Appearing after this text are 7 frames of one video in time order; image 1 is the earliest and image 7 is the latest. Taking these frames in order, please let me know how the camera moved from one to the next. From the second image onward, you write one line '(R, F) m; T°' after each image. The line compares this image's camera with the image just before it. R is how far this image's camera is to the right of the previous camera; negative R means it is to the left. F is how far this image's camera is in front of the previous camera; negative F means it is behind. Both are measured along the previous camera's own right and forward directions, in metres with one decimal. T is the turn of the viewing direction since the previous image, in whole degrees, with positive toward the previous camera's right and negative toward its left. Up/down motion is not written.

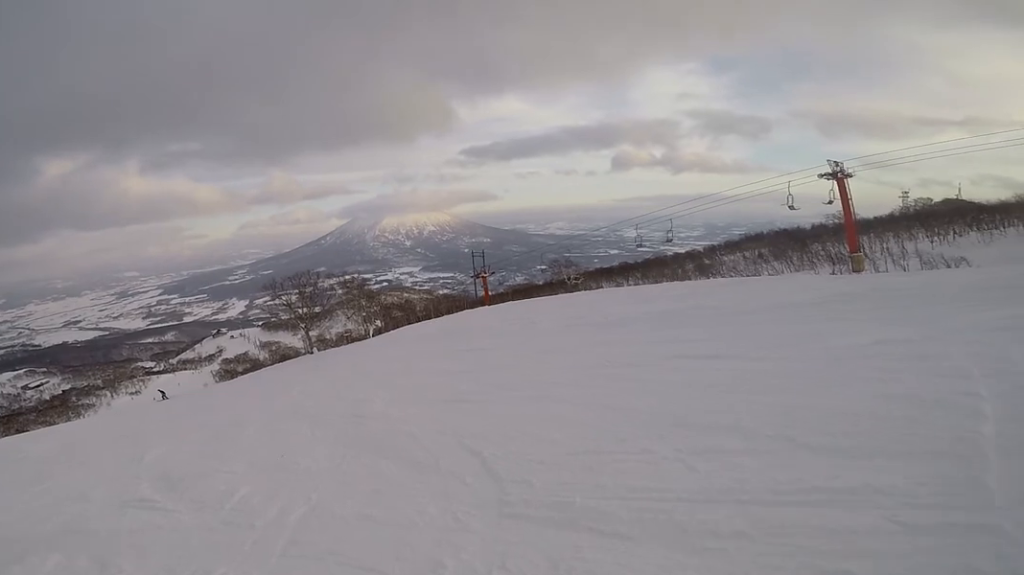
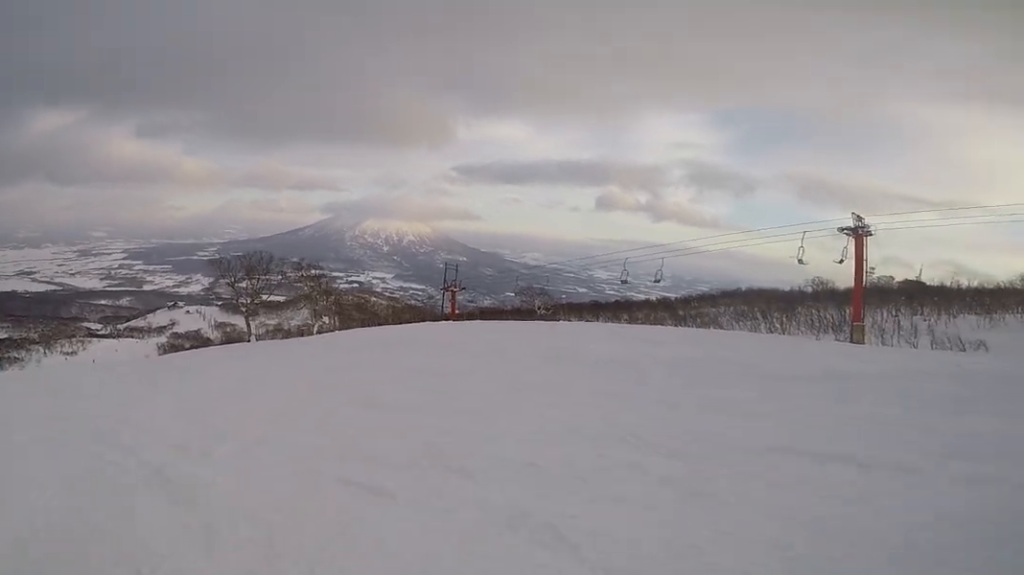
(+1.3, +5.3) m; +12°
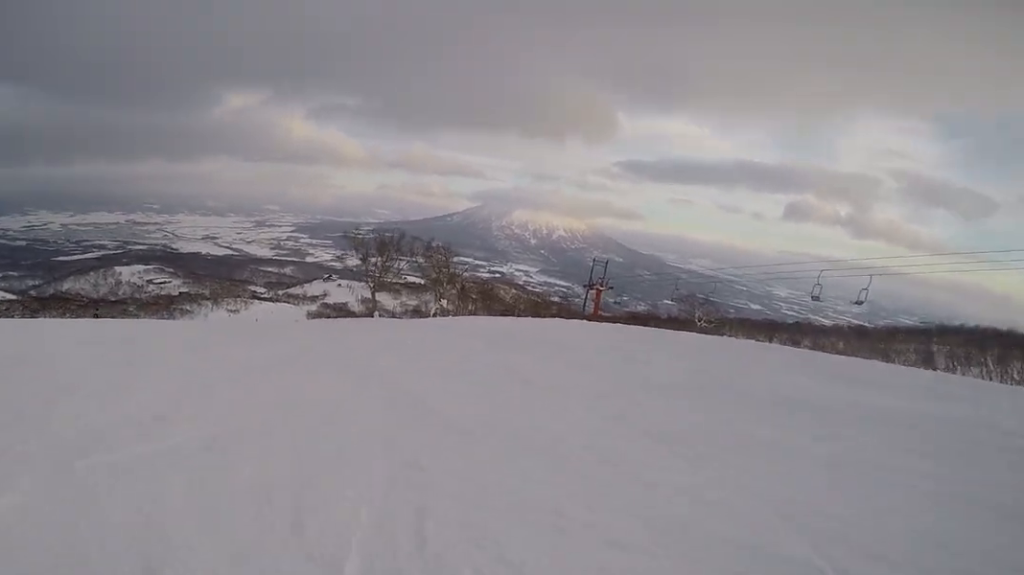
(+0.1, +3.5) m; -14°
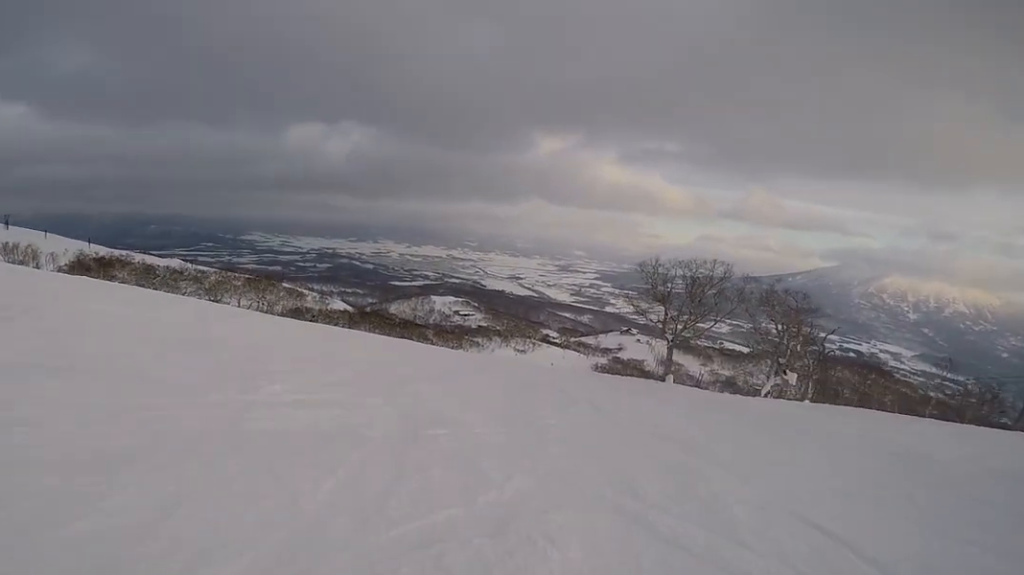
(-4.8, +6.9) m; -69°
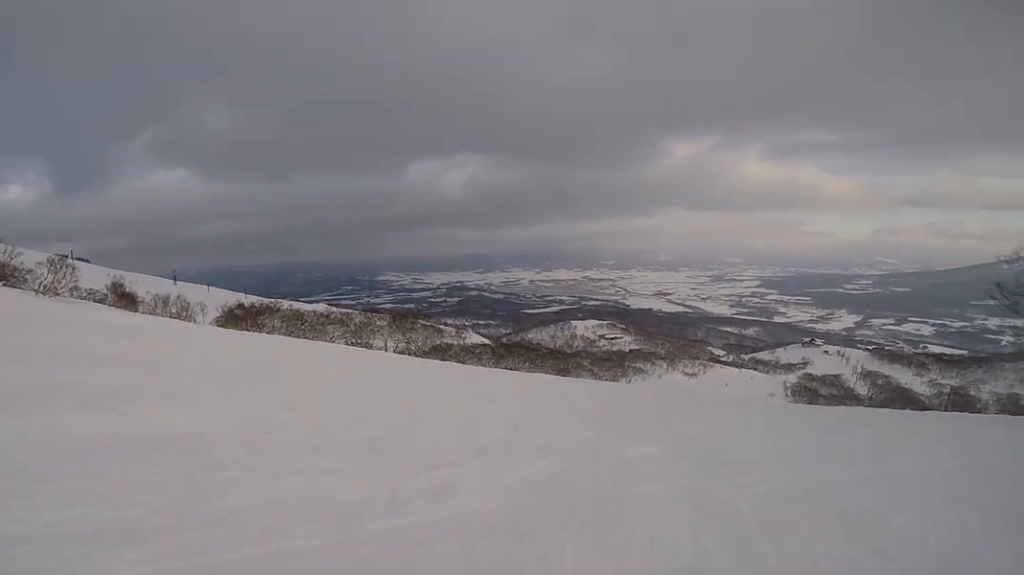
(-4.0, +11.2) m; -17°
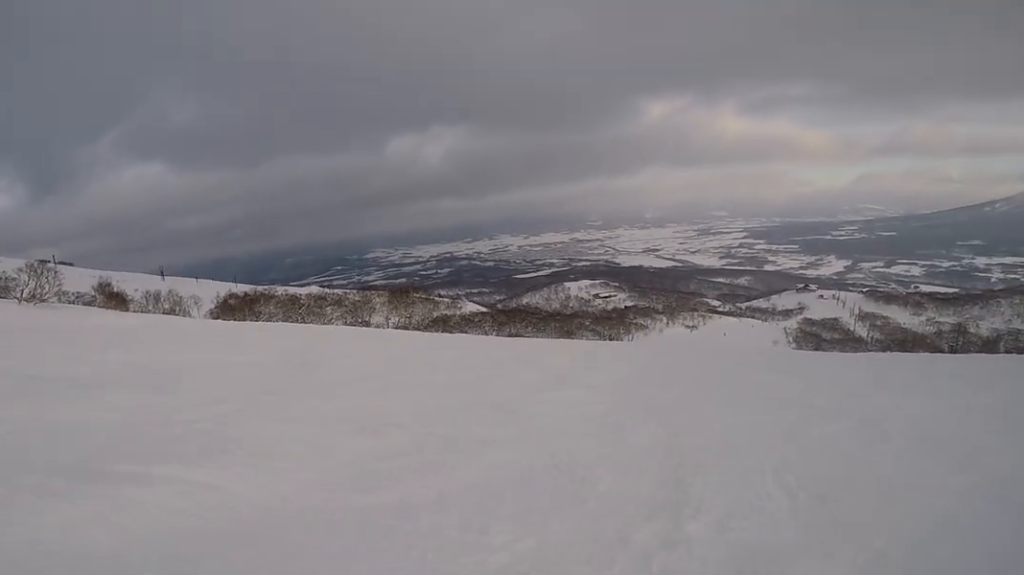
(+0.1, +2.7) m; +8°
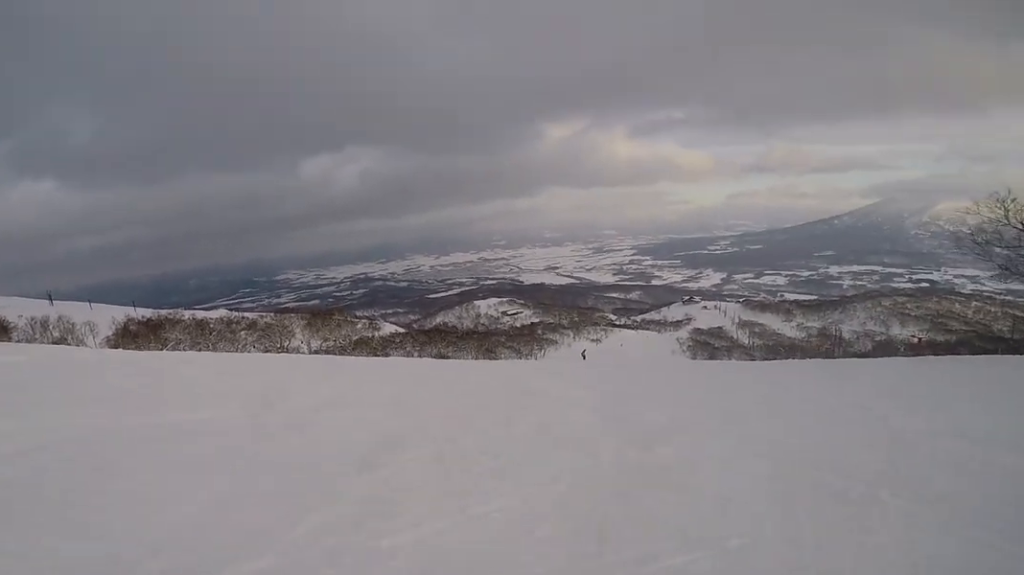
(-0.7, +4.0) m; +19°
